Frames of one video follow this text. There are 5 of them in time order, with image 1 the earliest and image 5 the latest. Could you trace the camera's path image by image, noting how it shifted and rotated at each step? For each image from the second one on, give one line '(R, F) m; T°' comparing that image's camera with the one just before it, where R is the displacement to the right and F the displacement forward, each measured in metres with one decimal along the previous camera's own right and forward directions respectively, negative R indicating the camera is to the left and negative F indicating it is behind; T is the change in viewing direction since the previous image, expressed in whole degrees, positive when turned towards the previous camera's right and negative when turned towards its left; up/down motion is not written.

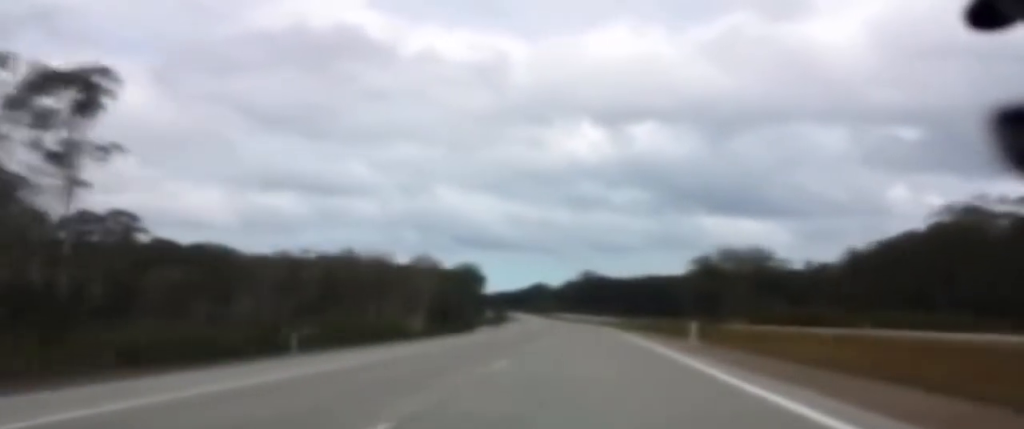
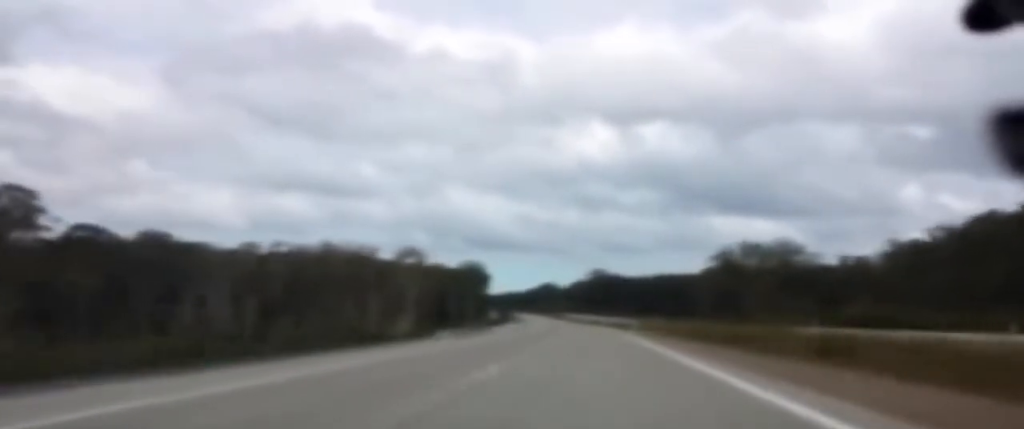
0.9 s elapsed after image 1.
(-0.3, +27.5) m; -1°
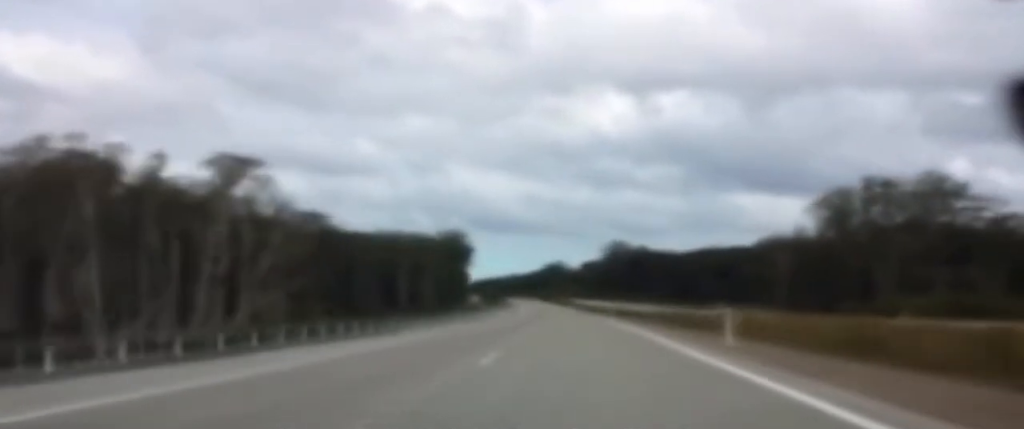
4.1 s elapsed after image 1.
(-0.9, +98.4) m; -1°
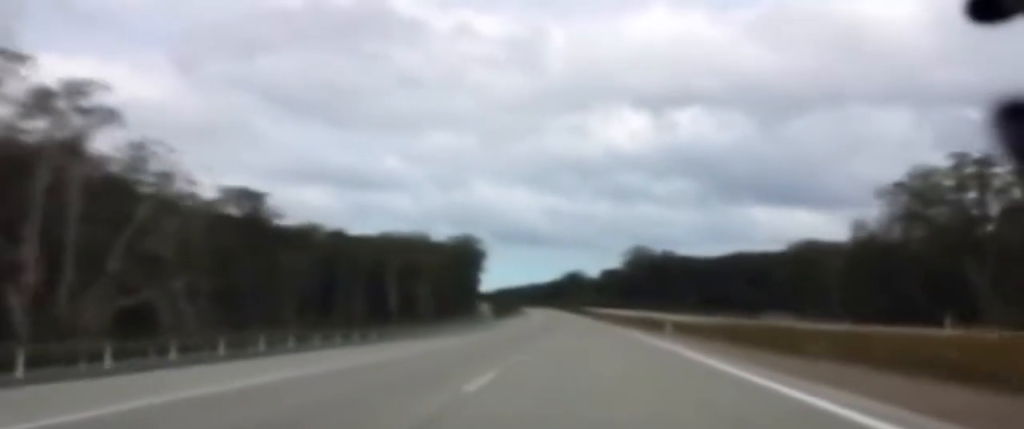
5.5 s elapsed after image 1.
(-0.1, +42.5) m; -1°
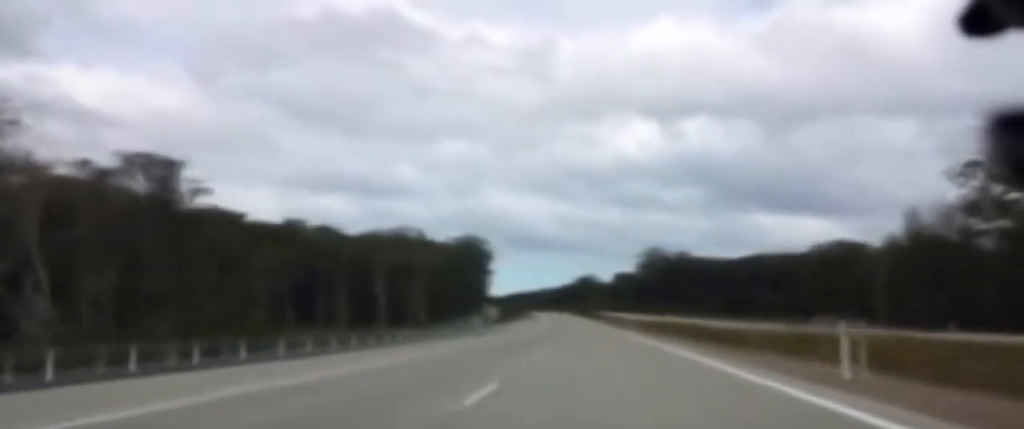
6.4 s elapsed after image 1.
(-0.2, +26.3) m; -1°
